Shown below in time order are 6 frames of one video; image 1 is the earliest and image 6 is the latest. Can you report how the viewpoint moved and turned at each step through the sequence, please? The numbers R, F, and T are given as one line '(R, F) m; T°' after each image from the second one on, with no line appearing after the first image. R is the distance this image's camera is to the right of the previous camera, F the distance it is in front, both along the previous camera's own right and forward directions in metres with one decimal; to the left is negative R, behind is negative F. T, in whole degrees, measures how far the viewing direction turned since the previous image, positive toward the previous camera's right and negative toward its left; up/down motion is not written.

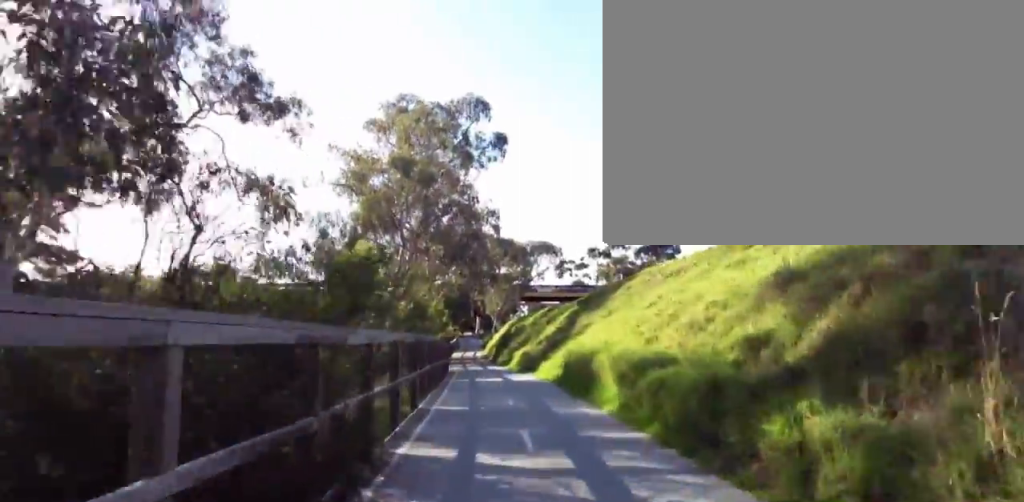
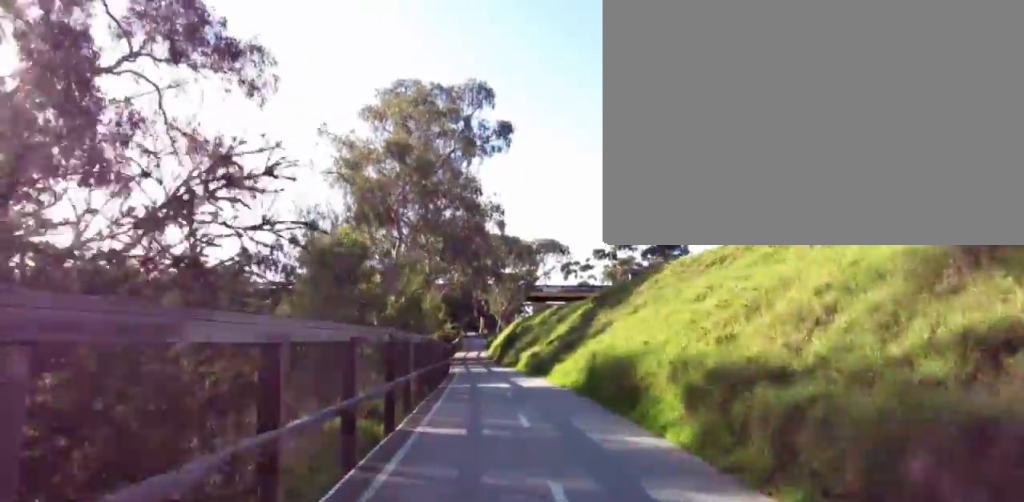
(0.0, +3.3) m; 0°
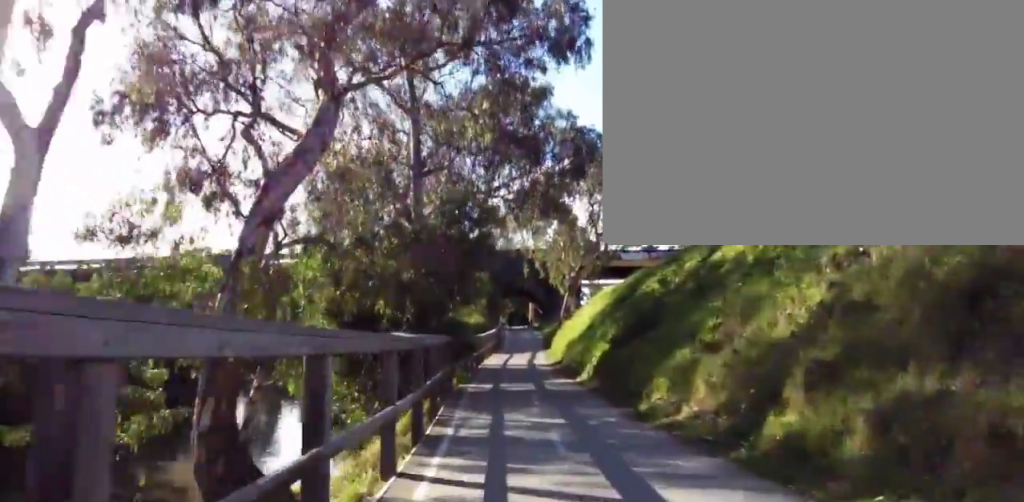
(0.0, +27.6) m; 0°
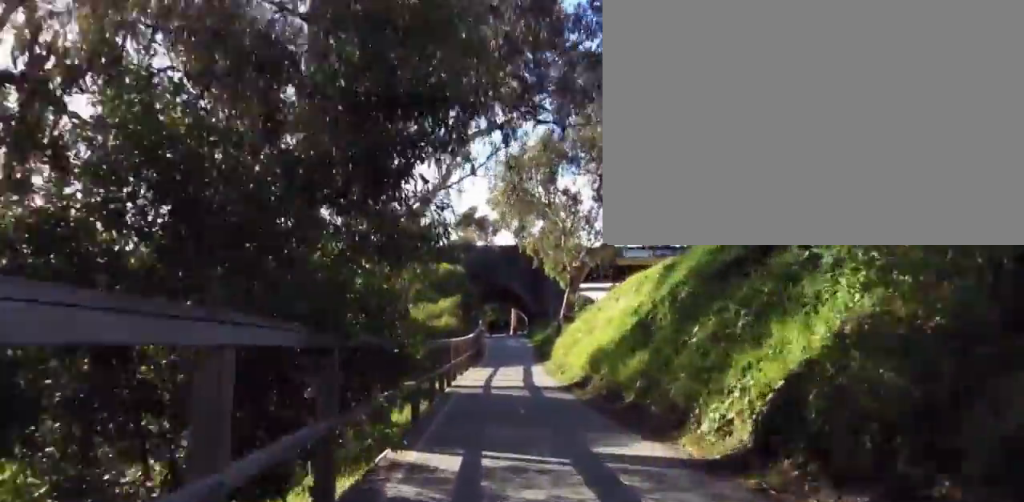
(0.0, +9.5) m; -3°
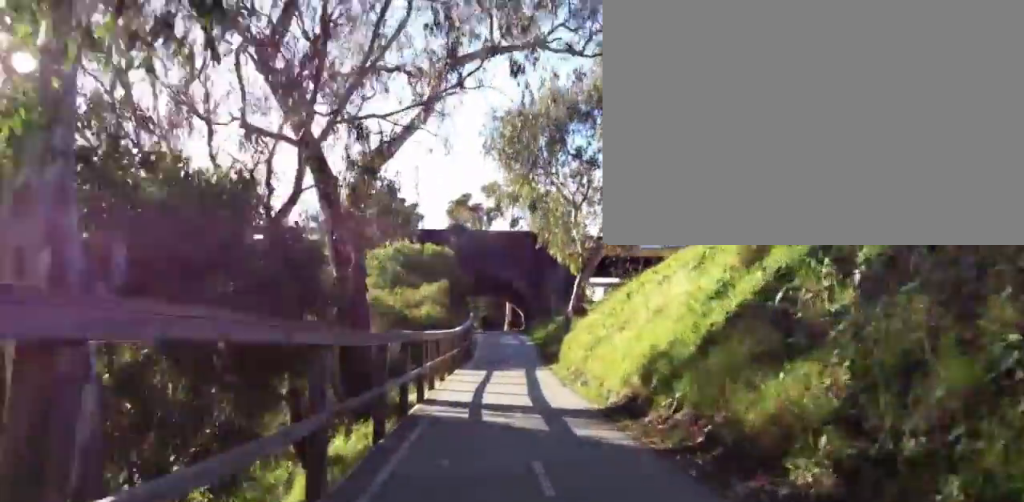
(+0.1, +5.3) m; -4°
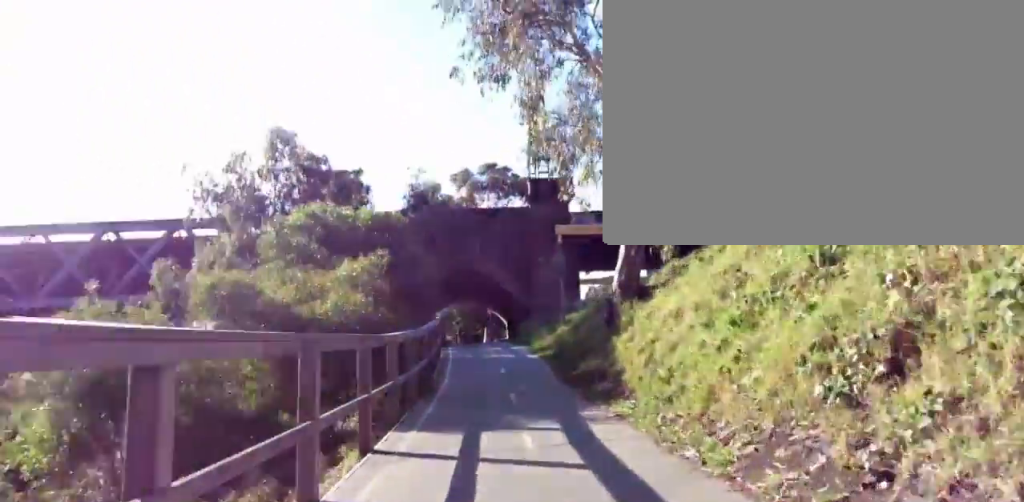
(-1.0, +10.6) m; -1°
